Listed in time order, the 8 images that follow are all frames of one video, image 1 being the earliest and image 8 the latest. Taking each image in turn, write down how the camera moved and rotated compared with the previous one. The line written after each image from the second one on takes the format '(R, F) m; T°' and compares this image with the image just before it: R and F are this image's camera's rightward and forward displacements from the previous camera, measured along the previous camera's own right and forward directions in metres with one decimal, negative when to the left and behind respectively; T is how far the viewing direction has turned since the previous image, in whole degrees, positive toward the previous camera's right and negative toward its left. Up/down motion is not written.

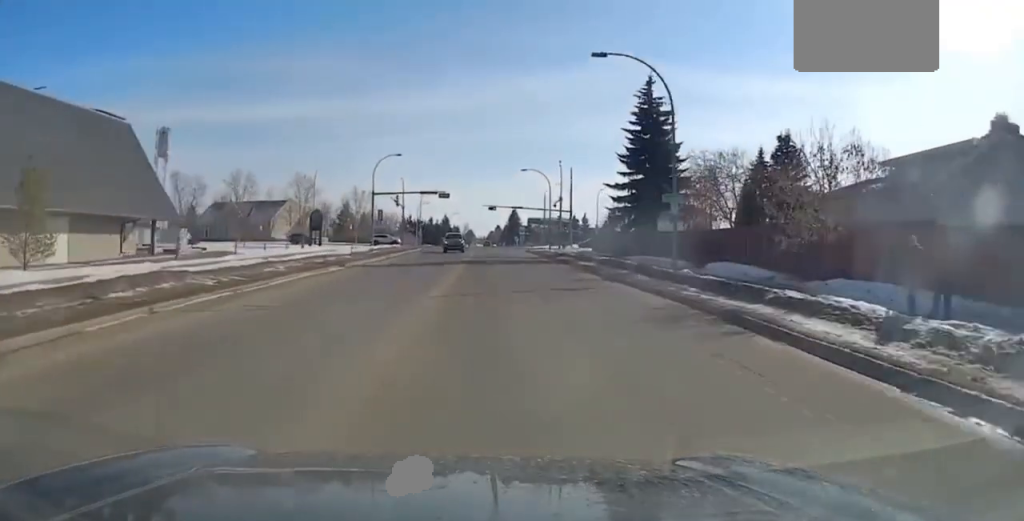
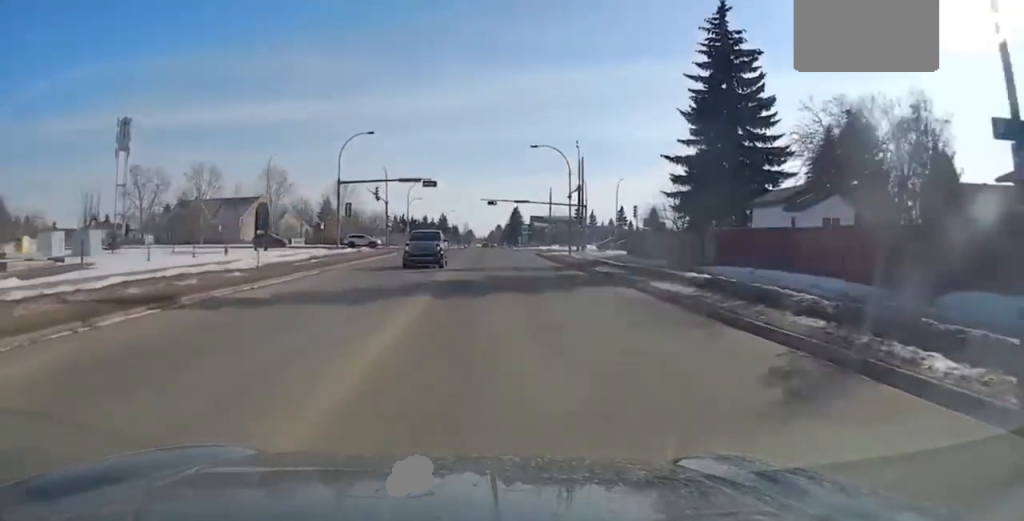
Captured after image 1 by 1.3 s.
(+0.1, +17.4) m; -1°
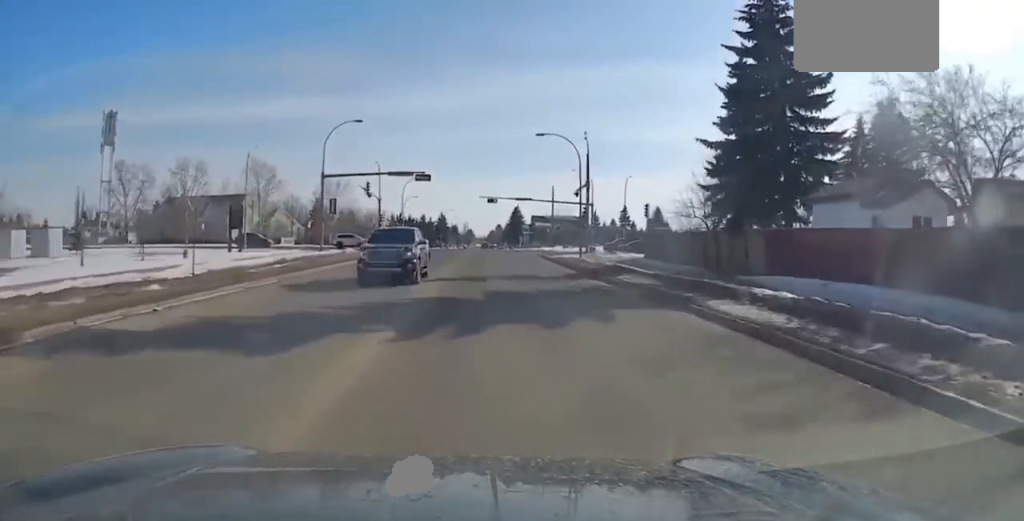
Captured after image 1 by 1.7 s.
(-0.1, +5.9) m; -1°
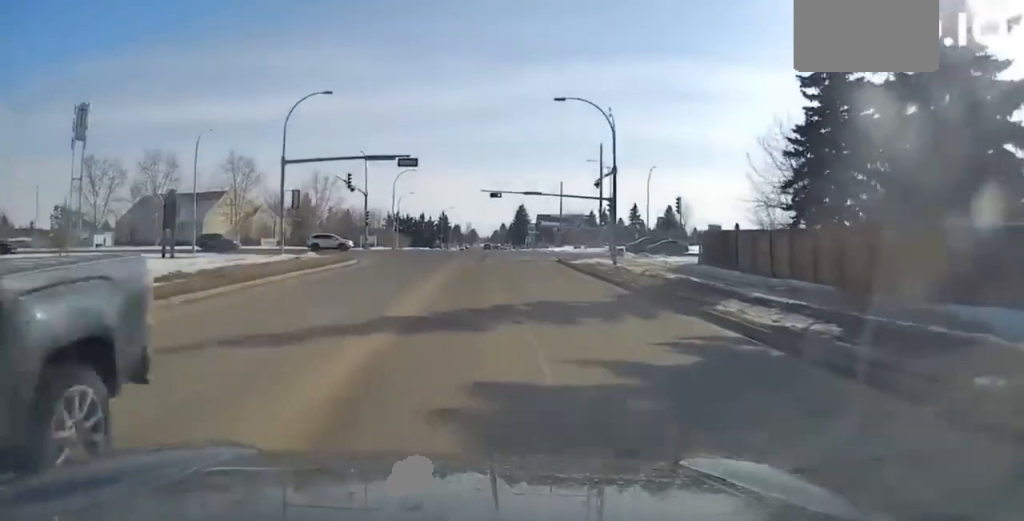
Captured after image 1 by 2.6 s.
(0.0, +11.6) m; 0°
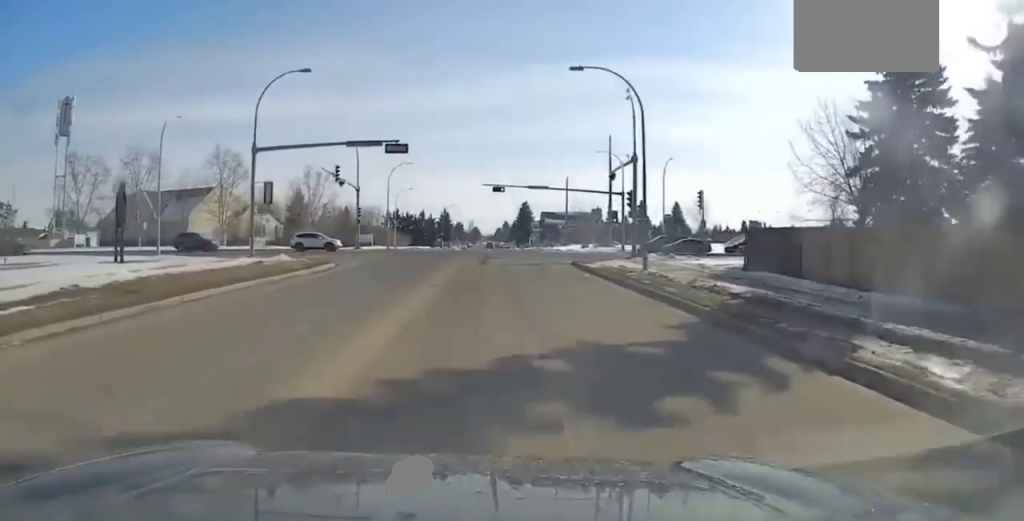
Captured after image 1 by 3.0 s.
(0.0, +6.1) m; 0°
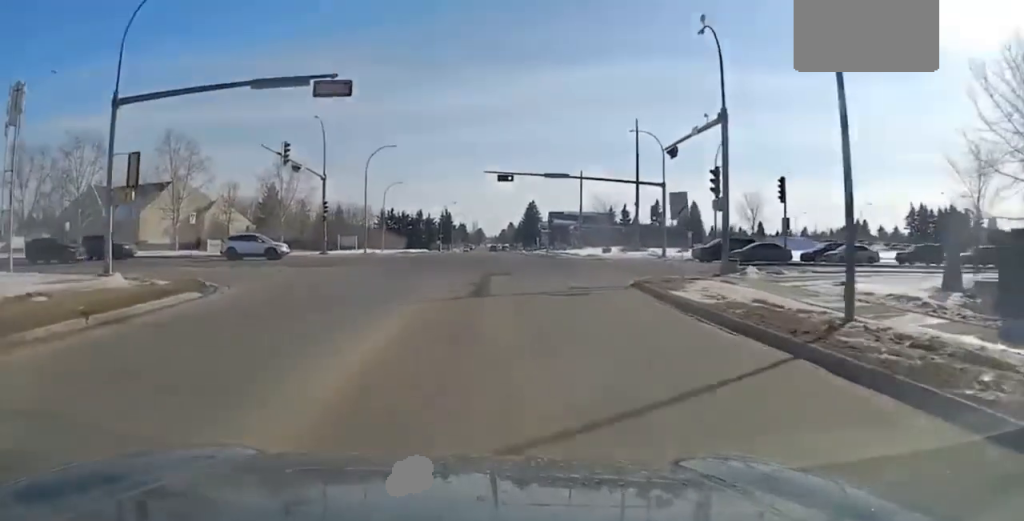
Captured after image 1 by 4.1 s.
(0.0, +15.9) m; 0°
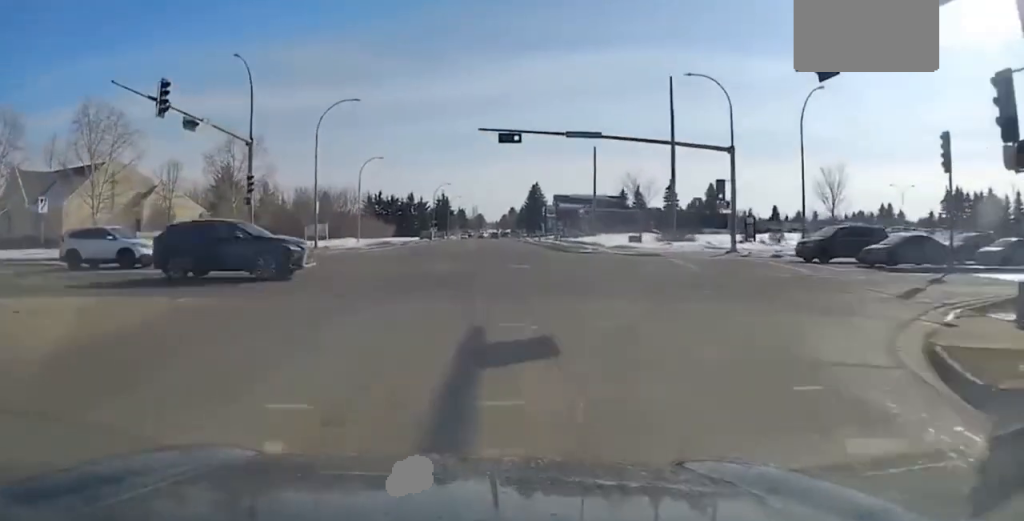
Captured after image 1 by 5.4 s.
(0.0, +16.8) m; +2°
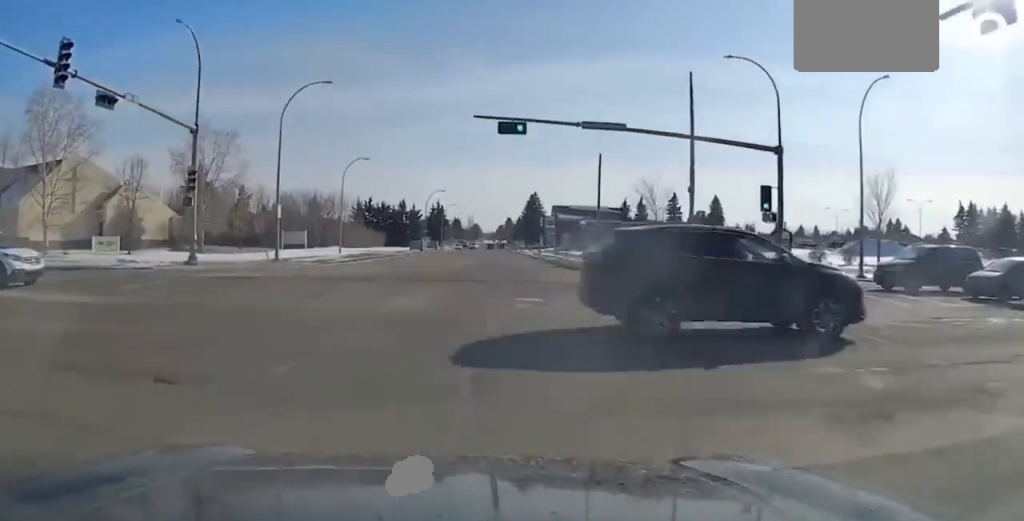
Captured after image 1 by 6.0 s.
(+0.1, +8.1) m; +1°
